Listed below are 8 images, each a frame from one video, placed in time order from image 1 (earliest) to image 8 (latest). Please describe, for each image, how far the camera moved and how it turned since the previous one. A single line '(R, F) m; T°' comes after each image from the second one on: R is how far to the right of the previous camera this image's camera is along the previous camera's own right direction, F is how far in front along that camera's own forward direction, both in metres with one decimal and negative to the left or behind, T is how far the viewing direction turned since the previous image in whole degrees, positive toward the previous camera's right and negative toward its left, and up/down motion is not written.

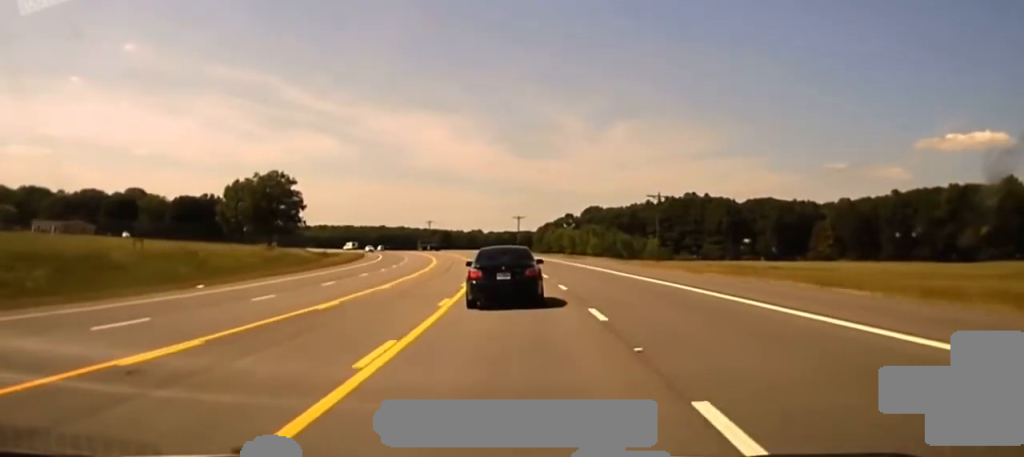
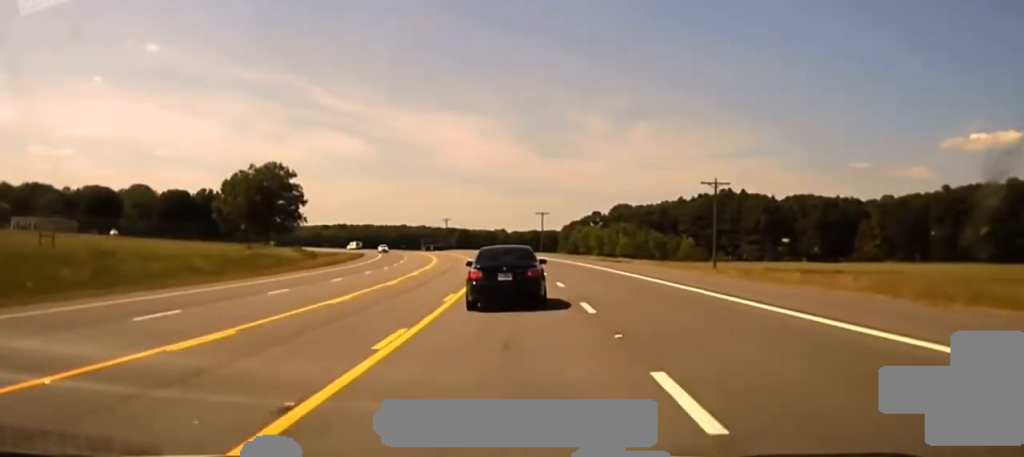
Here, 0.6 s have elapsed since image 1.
(-0.3, +24.0) m; -2°
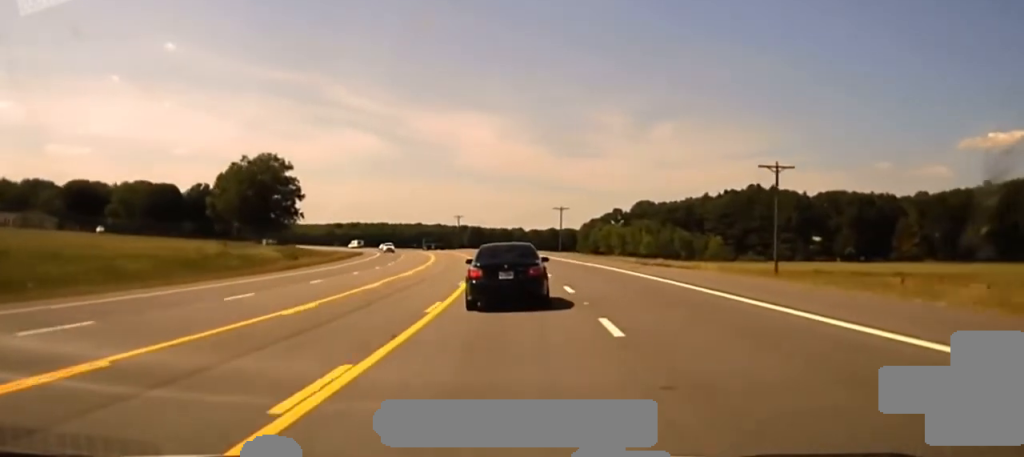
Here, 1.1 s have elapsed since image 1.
(-0.3, +17.7) m; -1°
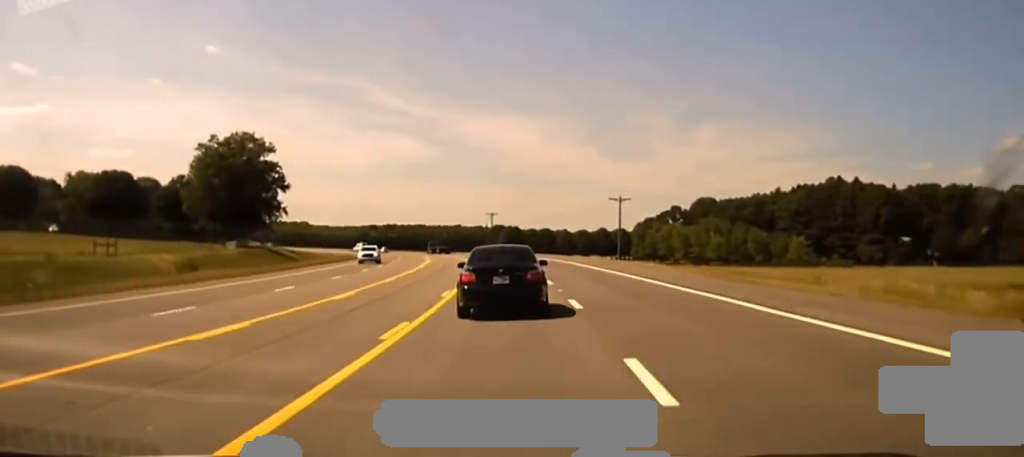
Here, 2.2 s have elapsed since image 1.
(-1.1, +40.7) m; -3°
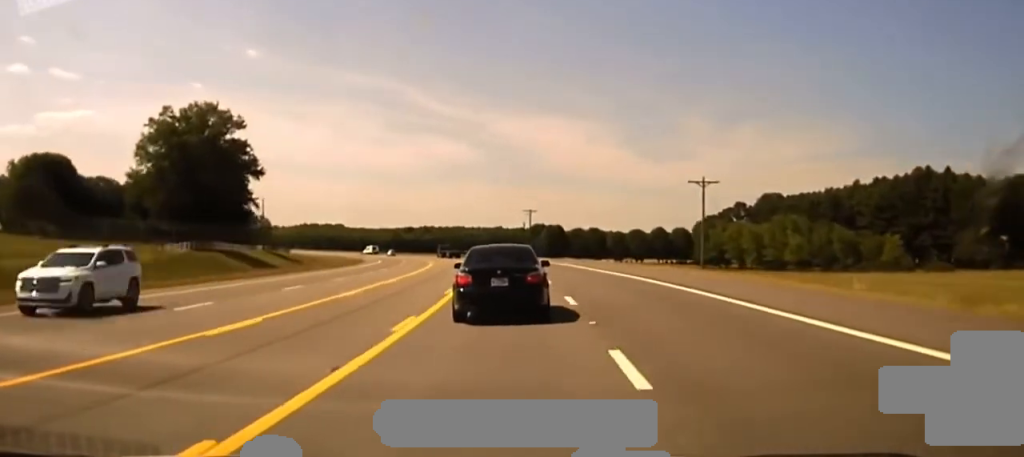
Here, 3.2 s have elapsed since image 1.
(-0.7, +31.7) m; -2°
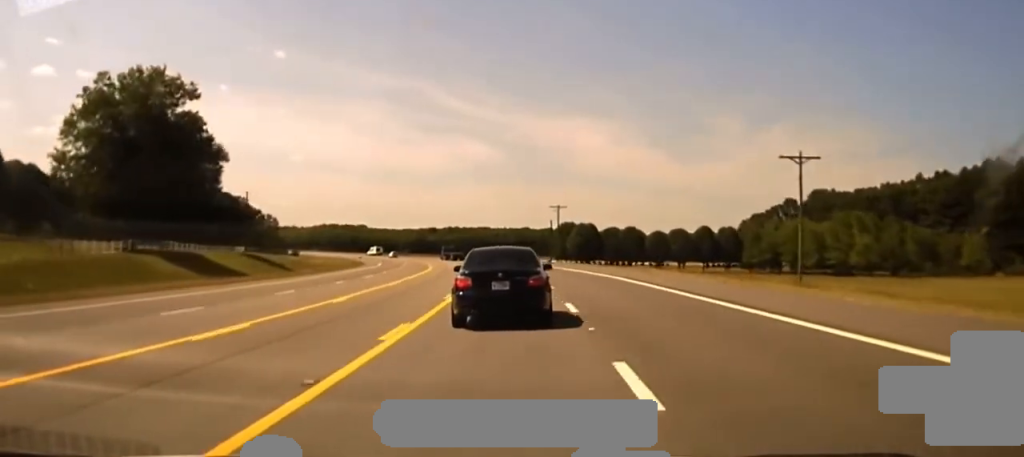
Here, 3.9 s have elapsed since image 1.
(-0.3, +22.4) m; -2°
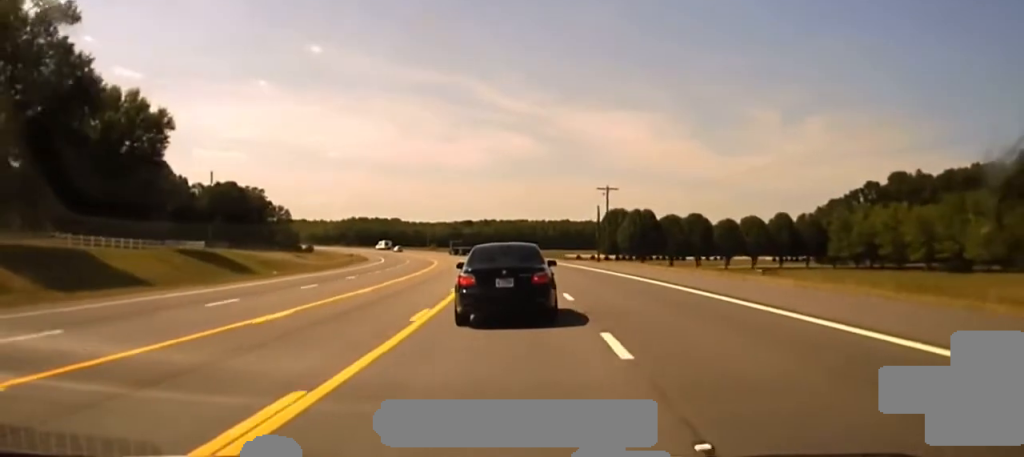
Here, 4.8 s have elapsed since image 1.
(-0.7, +31.3) m; -2°
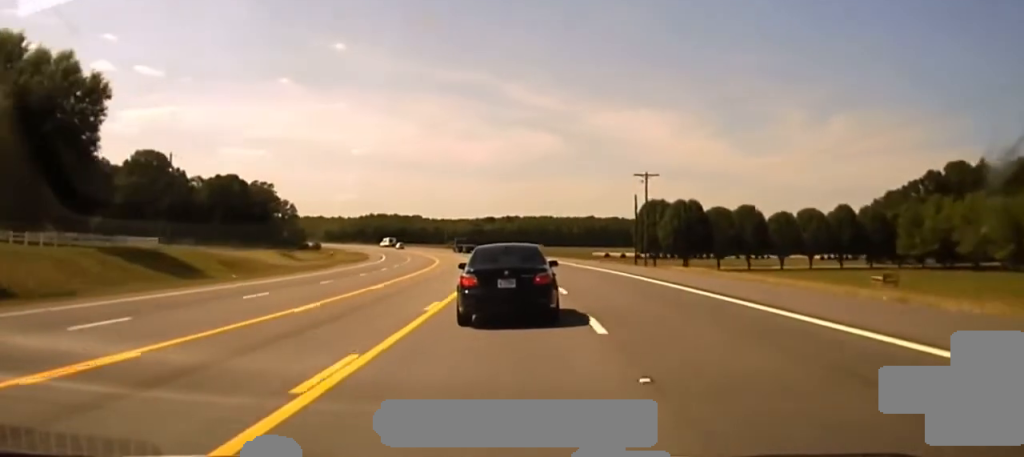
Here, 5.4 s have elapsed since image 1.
(-0.2, +21.4) m; -2°
